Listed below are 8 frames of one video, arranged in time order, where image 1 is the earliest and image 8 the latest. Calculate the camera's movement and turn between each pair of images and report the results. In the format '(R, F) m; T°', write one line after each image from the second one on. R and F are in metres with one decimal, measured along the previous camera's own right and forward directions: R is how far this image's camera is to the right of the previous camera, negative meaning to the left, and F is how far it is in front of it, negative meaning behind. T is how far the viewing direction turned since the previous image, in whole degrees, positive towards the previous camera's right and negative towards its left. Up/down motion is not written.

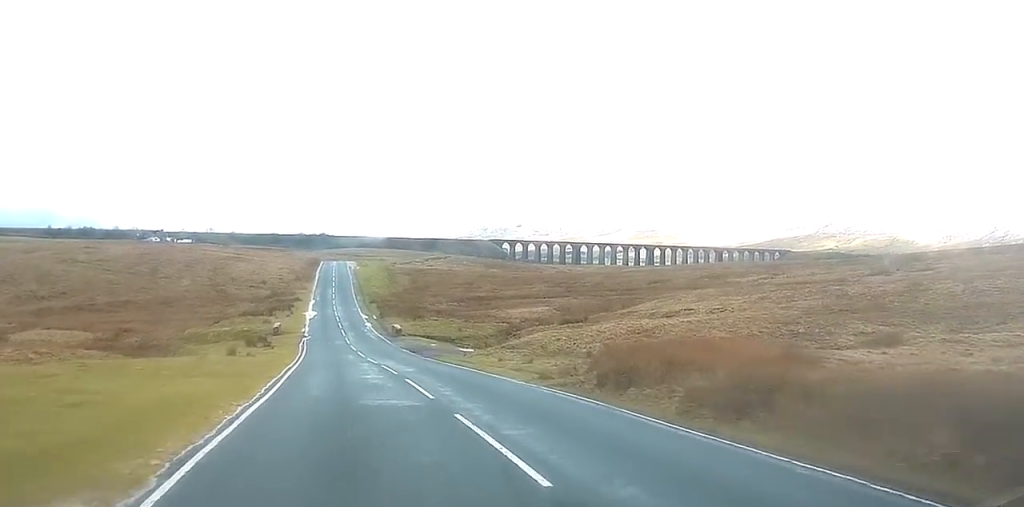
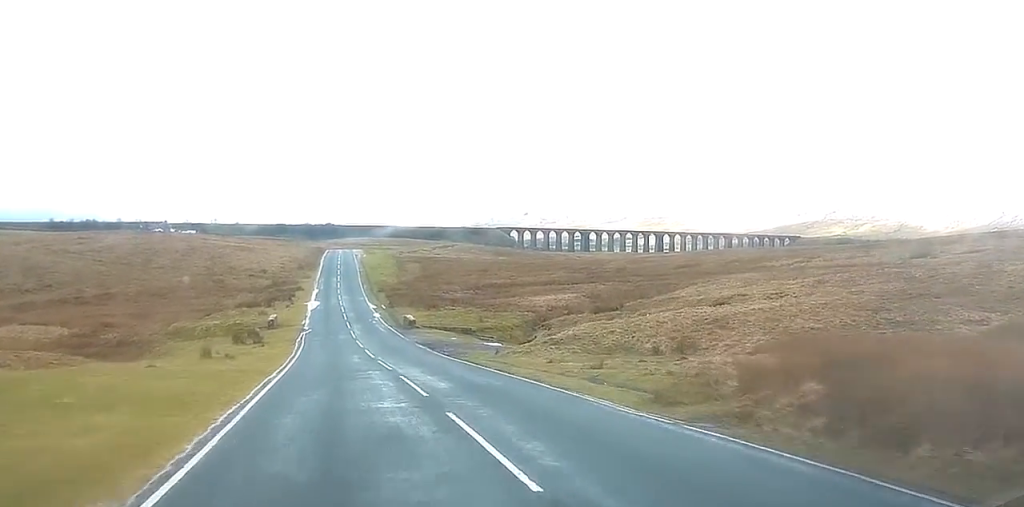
(0.0, +9.4) m; 0°
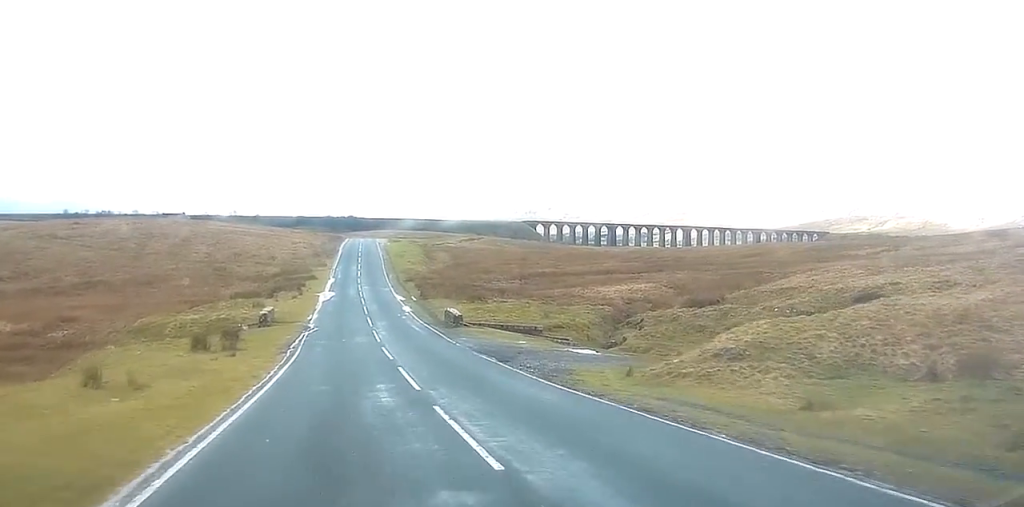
(-0.1, +16.5) m; -1°
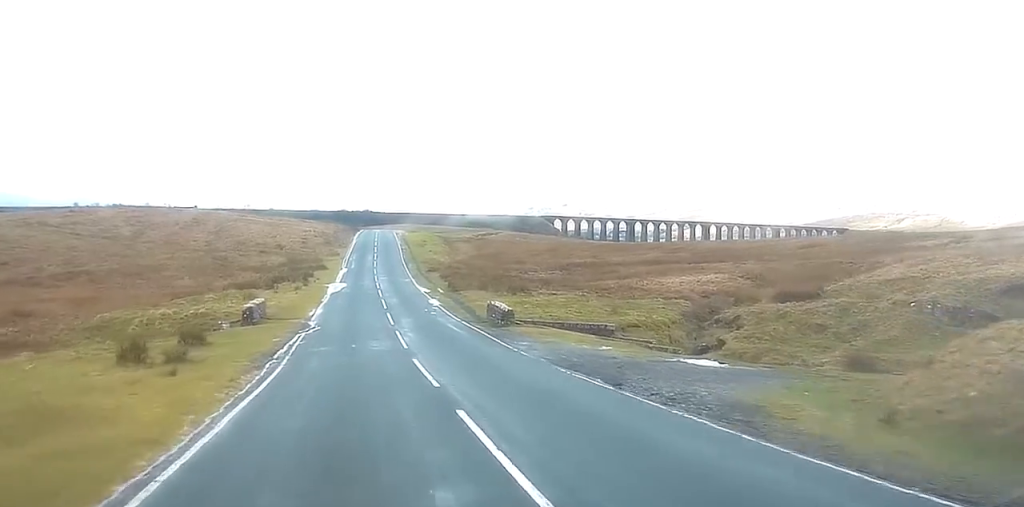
(-0.2, +9.8) m; 0°
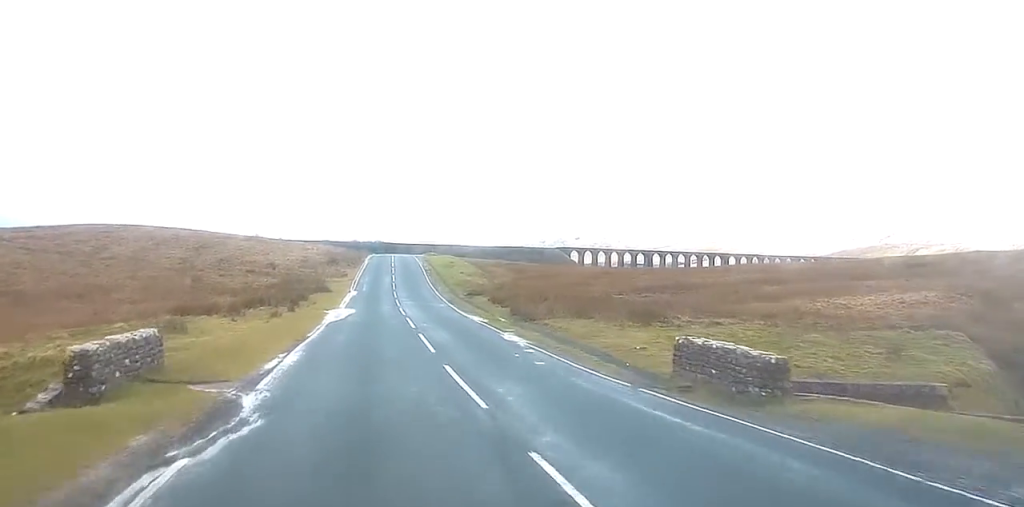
(-0.2, +18.6) m; 0°
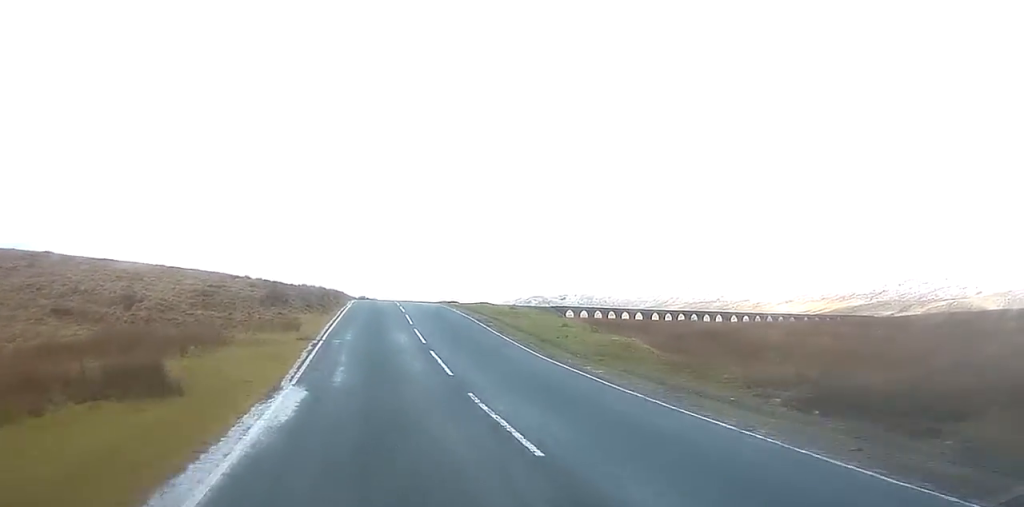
(+0.3, +43.5) m; +1°
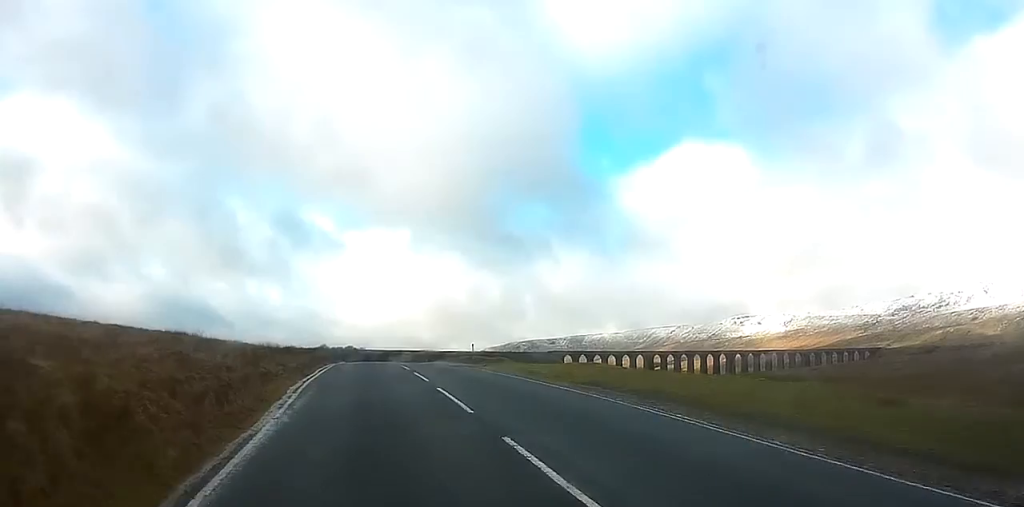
(+0.3, +41.3) m; 0°
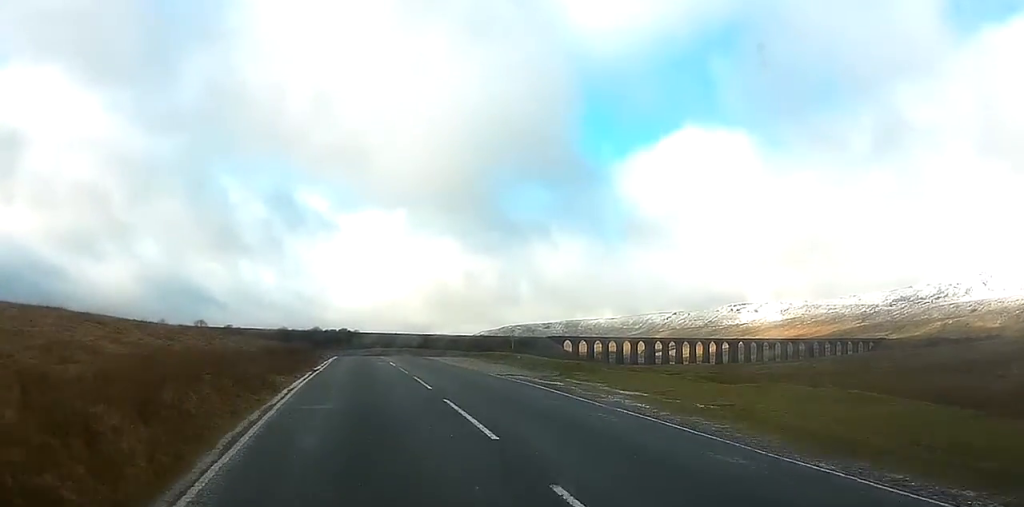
(-0.1, +22.3) m; 0°
